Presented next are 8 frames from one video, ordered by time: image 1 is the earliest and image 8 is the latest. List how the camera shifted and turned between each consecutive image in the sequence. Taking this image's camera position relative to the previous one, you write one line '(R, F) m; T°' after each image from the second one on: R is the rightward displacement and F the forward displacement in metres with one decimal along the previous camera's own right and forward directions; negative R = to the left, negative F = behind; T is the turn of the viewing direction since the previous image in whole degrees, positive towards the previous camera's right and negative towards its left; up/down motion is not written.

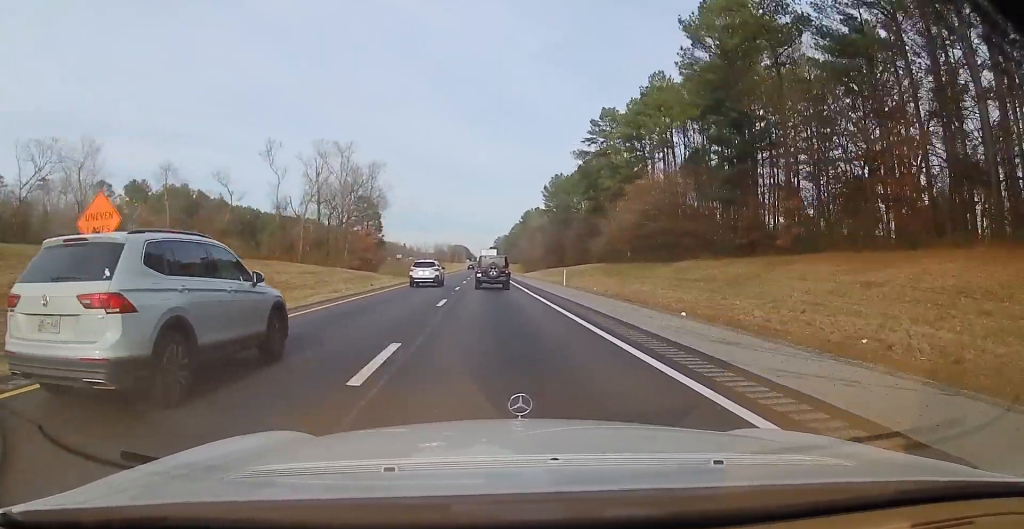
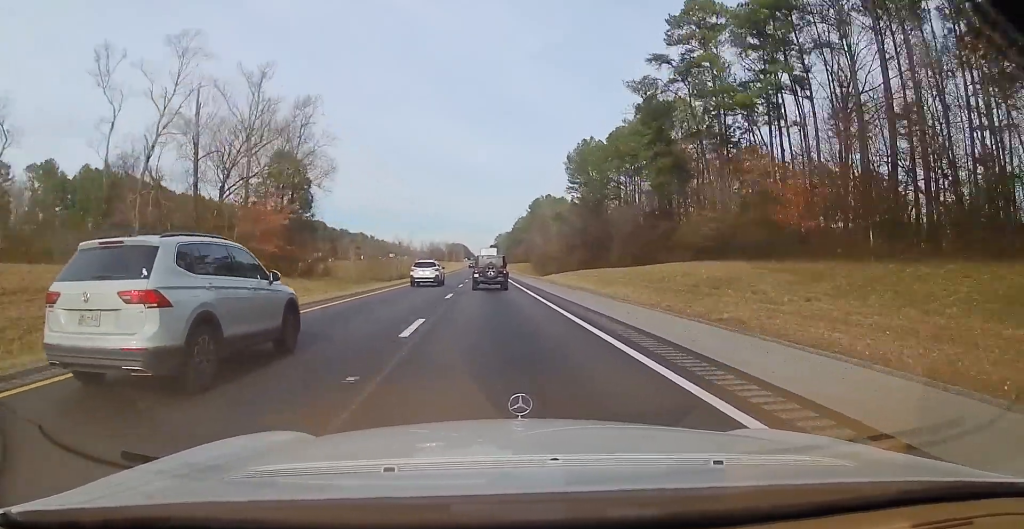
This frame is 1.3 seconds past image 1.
(0.0, +44.2) m; 0°
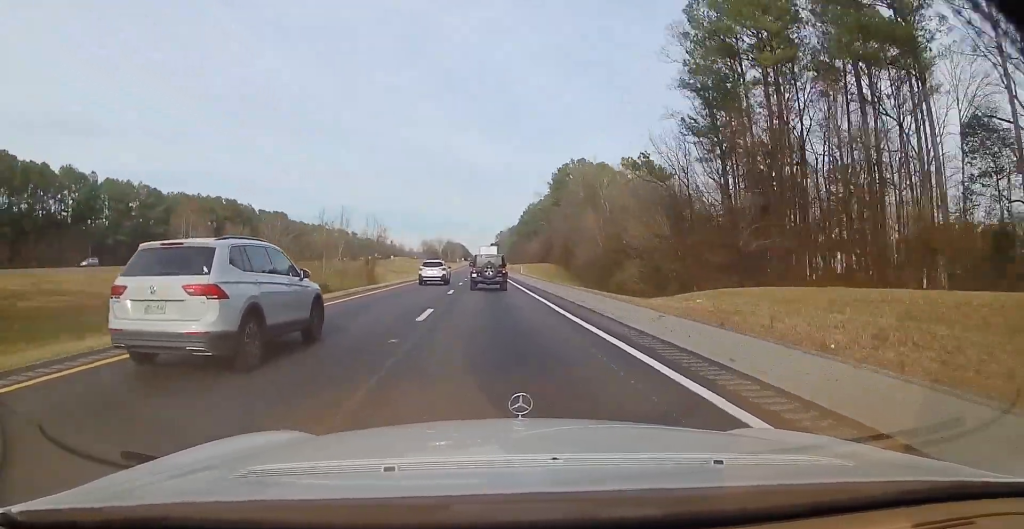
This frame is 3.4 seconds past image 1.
(-0.1, +70.2) m; 0°
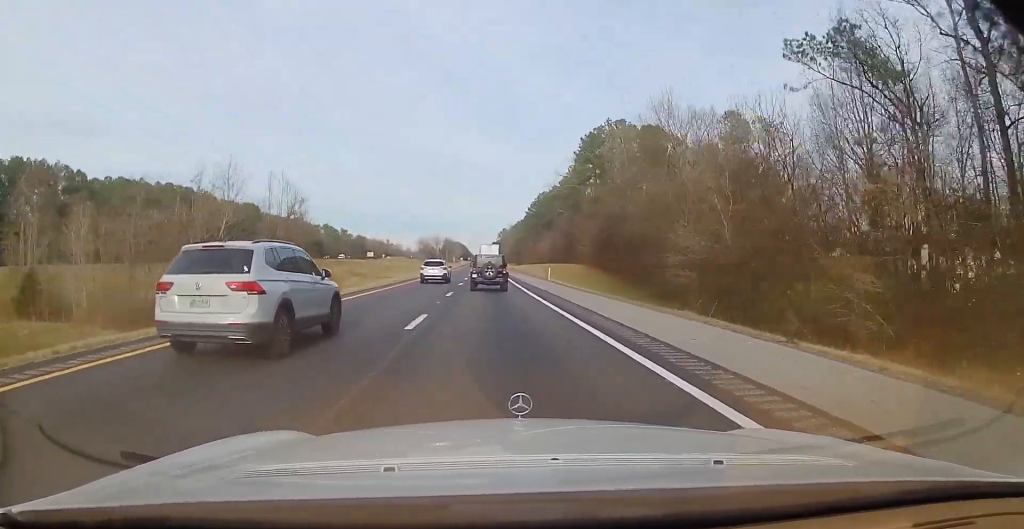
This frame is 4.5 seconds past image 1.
(-0.4, +38.0) m; -1°
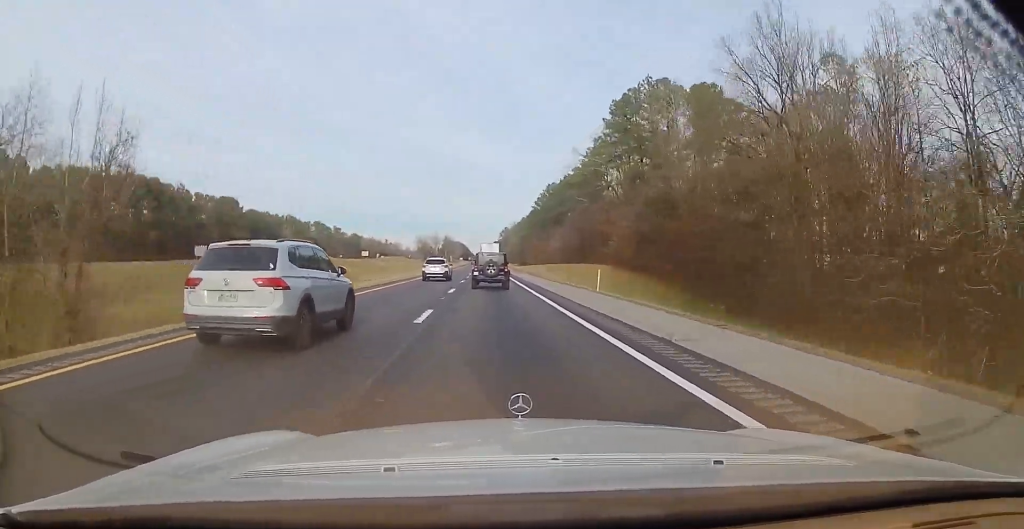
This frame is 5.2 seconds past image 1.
(0.0, +23.5) m; 0°
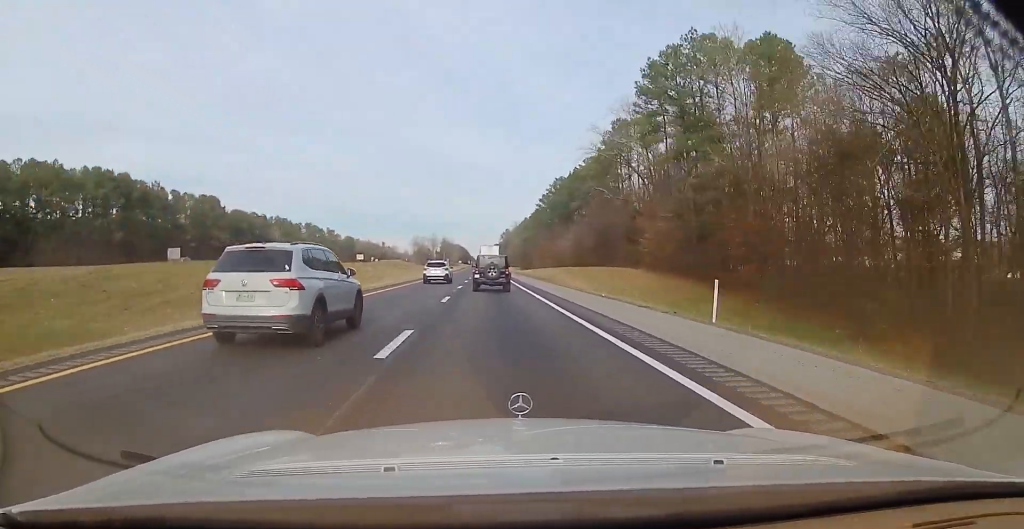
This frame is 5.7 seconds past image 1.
(0.0, +16.8) m; 0°
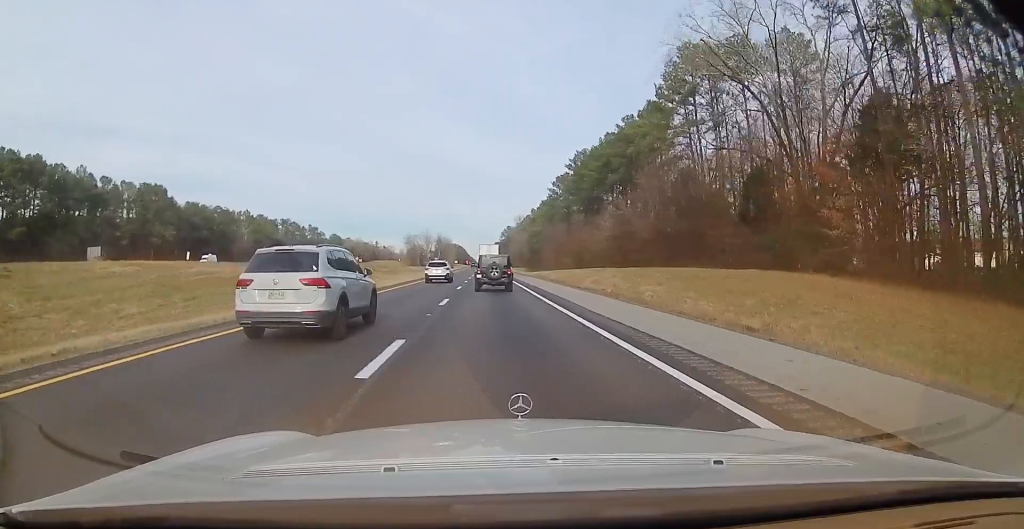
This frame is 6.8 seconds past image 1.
(+0.4, +38.0) m; +1°
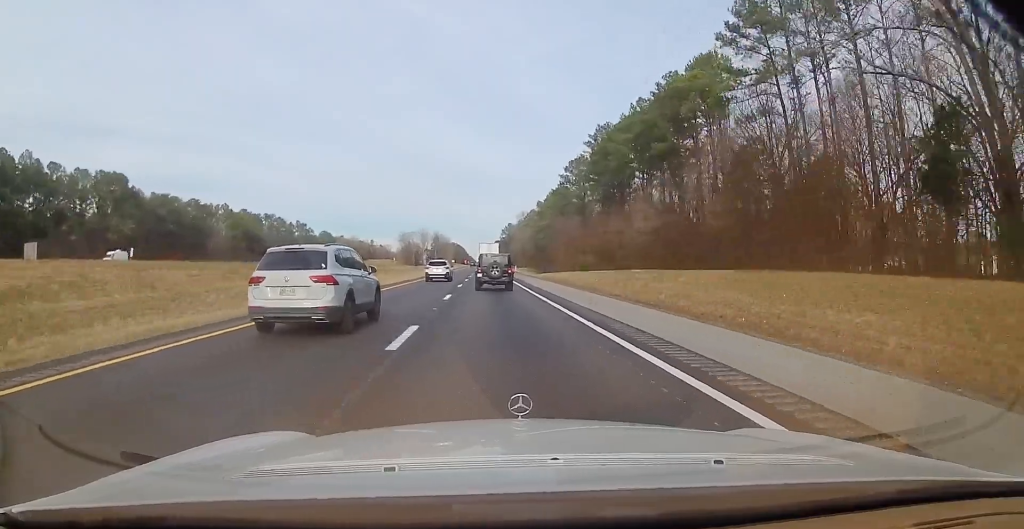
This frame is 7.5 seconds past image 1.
(+0.3, +22.3) m; 0°
